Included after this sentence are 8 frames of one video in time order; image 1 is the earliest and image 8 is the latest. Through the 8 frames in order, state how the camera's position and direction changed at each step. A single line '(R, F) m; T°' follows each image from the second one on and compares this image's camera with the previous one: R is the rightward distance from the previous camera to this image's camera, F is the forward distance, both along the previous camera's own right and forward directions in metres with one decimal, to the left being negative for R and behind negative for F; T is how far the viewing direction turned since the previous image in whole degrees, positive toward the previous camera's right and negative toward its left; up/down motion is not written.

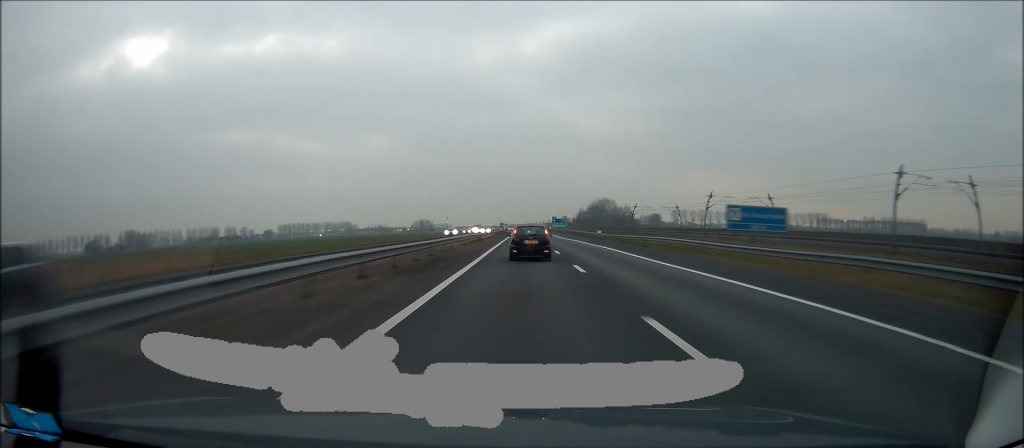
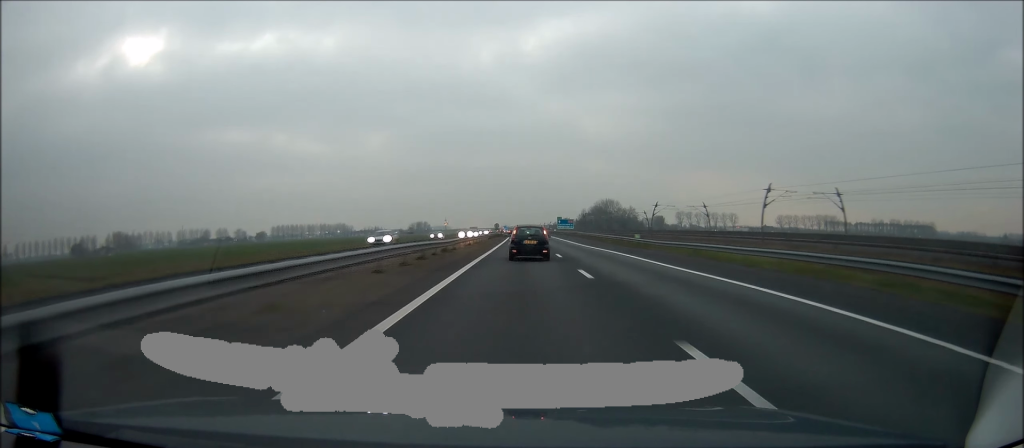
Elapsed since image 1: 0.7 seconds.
(0.0, +26.0) m; 0°
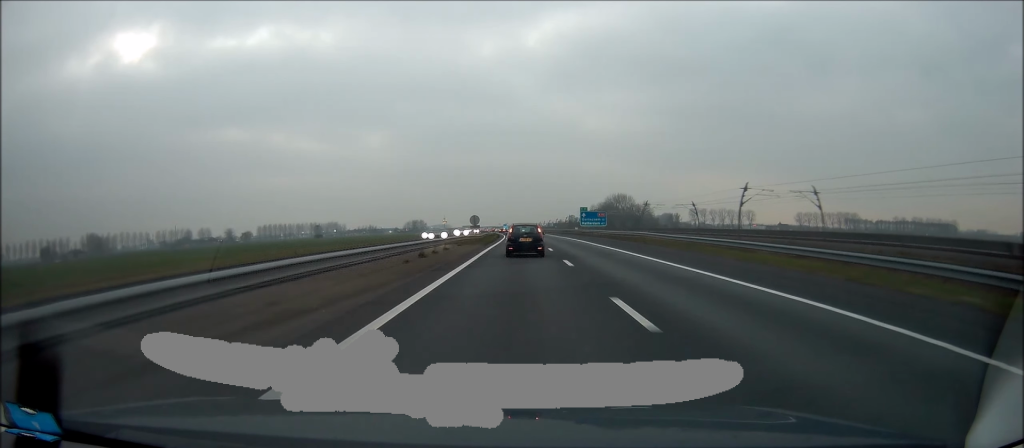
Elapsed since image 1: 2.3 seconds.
(0.0, +55.4) m; 0°
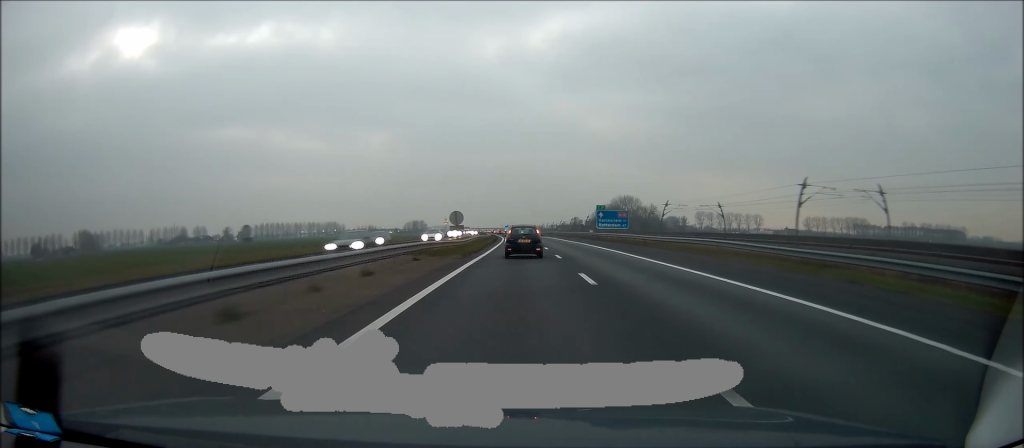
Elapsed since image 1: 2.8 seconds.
(+0.1, +17.8) m; 0°
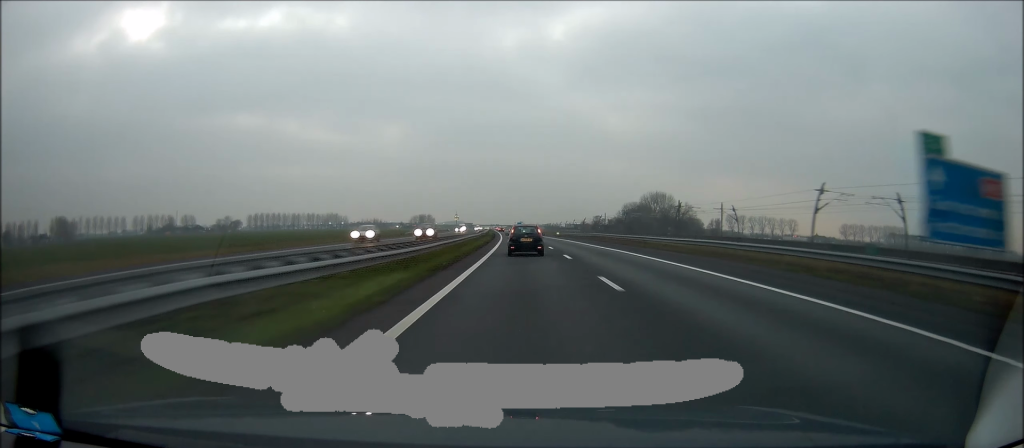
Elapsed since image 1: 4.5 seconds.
(-0.6, +62.2) m; -1°
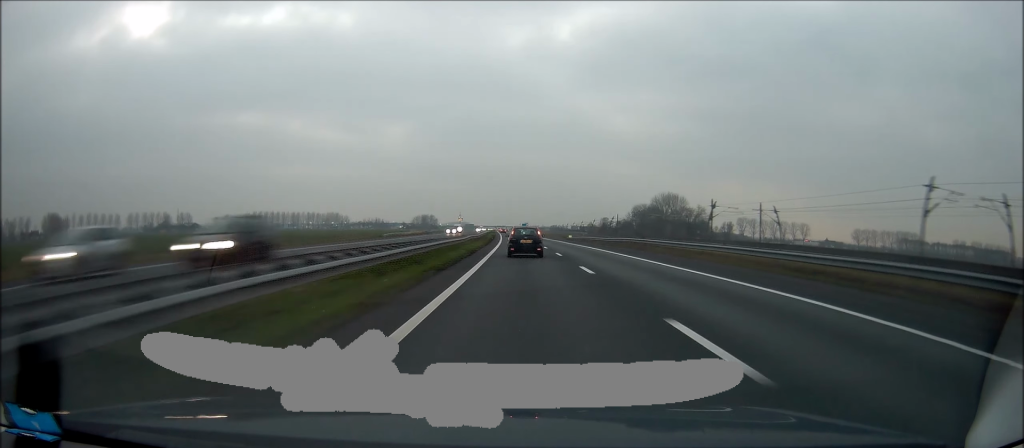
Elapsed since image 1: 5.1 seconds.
(0.0, +19.3) m; -1°
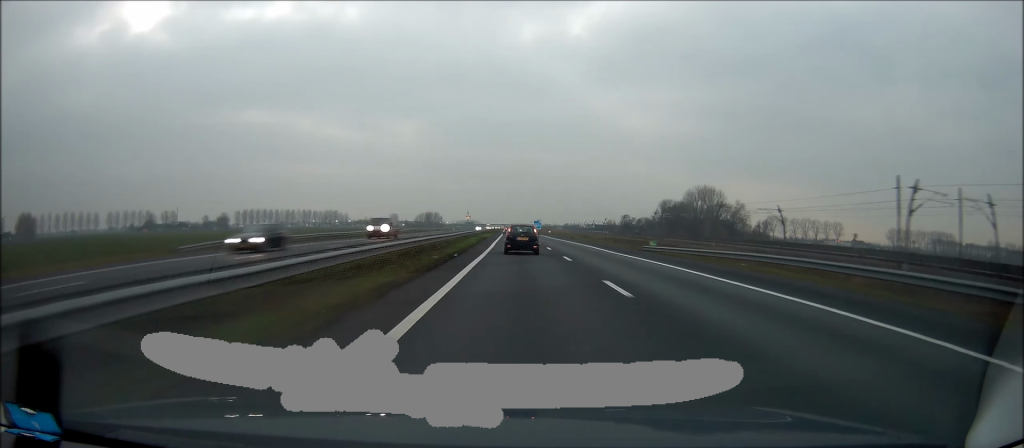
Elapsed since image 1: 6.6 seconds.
(-0.5, +55.0) m; 0°
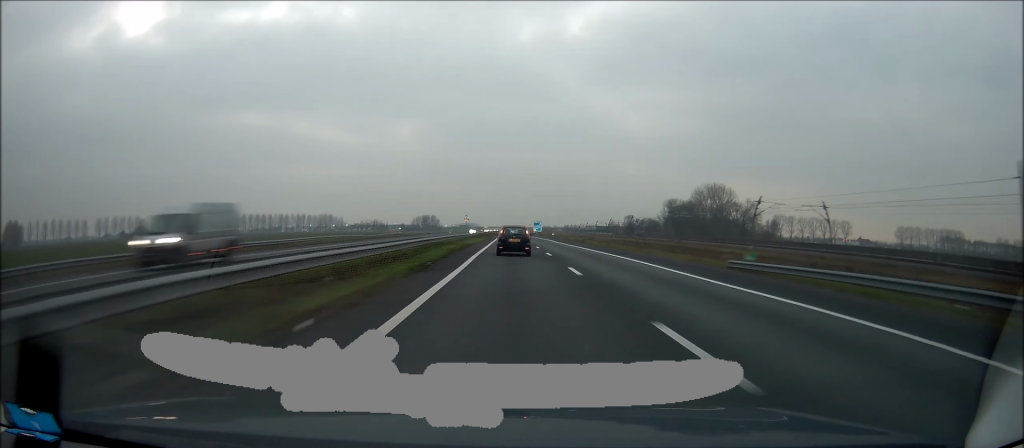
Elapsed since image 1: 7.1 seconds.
(+0.1, +18.5) m; 0°
